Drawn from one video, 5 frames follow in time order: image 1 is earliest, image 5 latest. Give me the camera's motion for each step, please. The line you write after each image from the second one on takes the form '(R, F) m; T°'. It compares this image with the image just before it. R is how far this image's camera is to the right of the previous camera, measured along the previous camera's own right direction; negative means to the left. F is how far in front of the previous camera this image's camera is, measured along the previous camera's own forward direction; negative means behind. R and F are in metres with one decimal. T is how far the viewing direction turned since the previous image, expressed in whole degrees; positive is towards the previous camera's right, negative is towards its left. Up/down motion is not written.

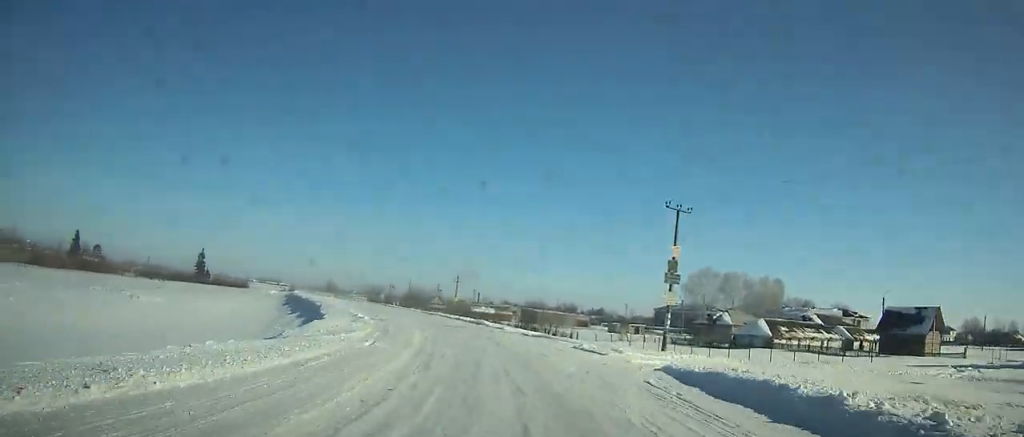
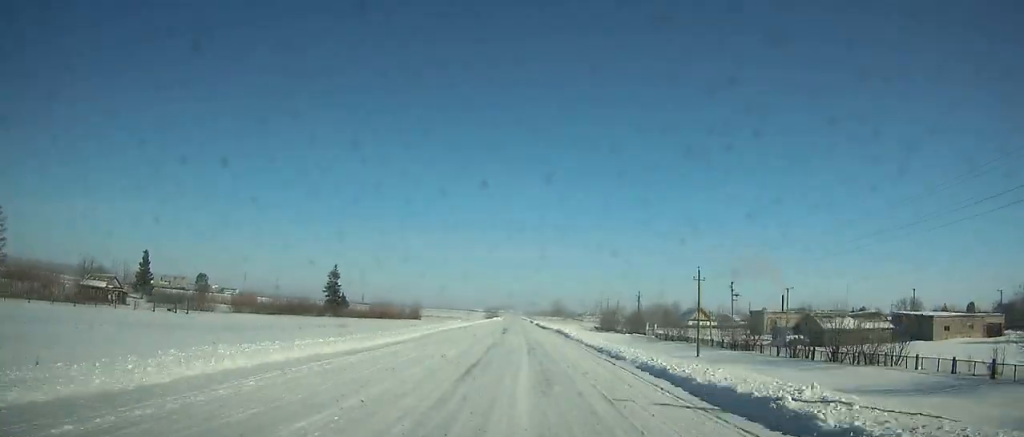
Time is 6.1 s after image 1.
(-16.5, +79.5) m; -18°
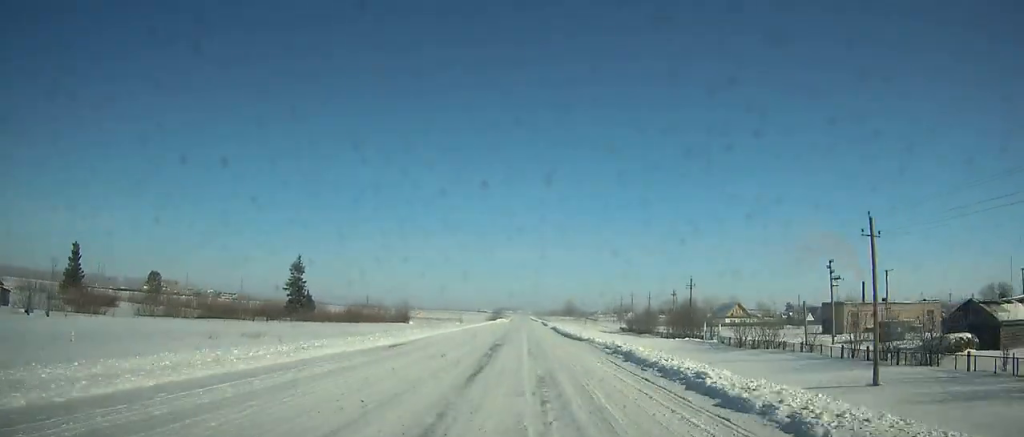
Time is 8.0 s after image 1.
(-0.7, +27.1) m; -2°
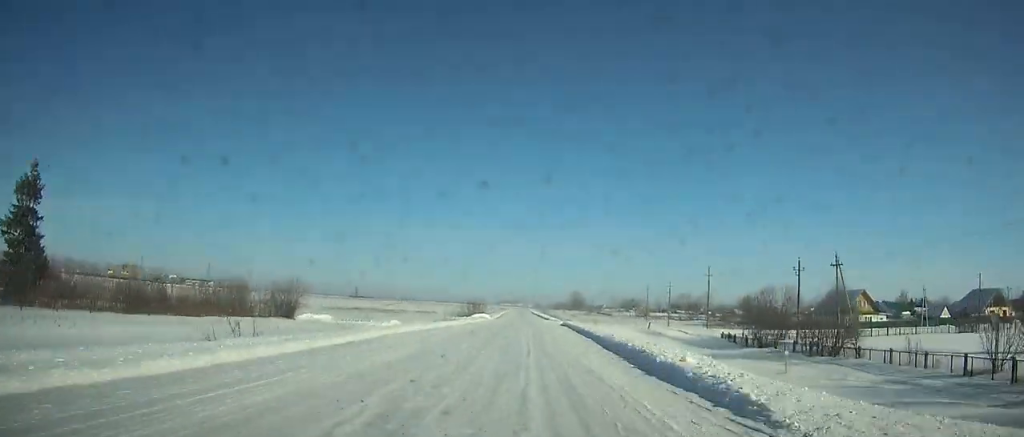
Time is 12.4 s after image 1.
(-0.1, +60.3) m; 0°
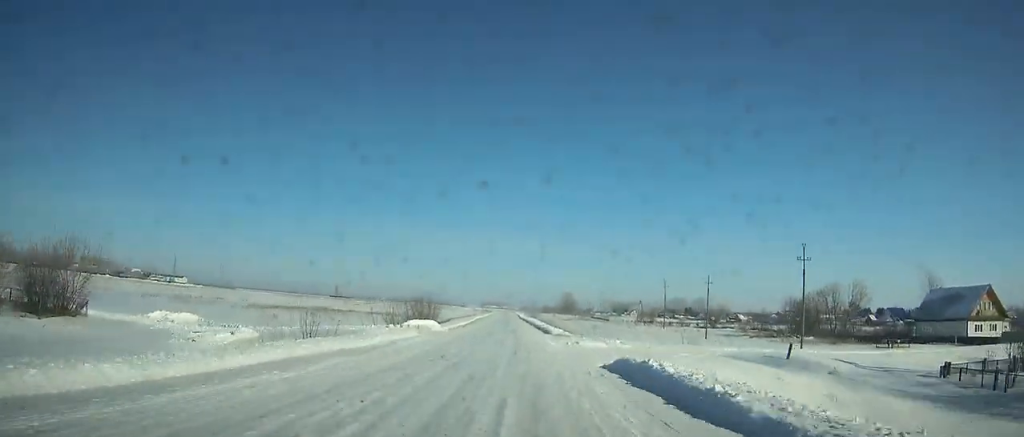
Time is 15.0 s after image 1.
(+0.1, +31.2) m; +5°
